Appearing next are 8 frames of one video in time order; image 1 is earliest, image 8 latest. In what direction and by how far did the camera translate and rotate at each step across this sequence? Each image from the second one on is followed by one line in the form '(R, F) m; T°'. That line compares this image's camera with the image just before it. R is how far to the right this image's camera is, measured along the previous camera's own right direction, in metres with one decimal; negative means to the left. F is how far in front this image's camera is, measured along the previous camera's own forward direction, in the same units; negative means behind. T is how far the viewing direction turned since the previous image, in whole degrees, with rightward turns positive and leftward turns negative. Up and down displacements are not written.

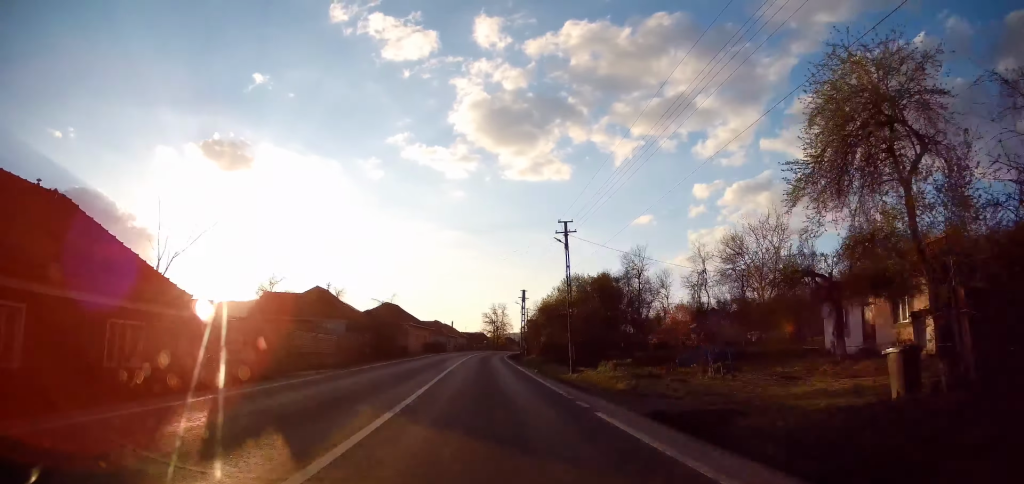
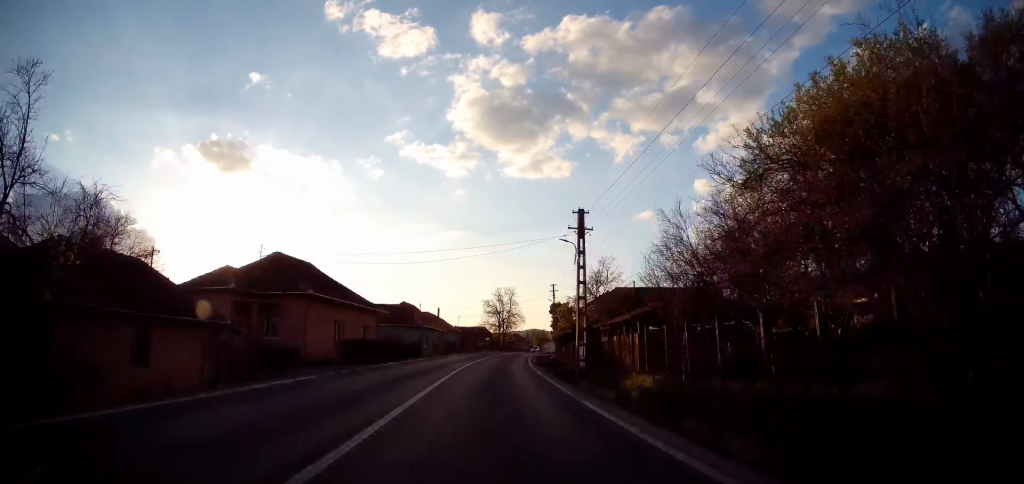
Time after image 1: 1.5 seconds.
(-1.3, +38.1) m; -2°
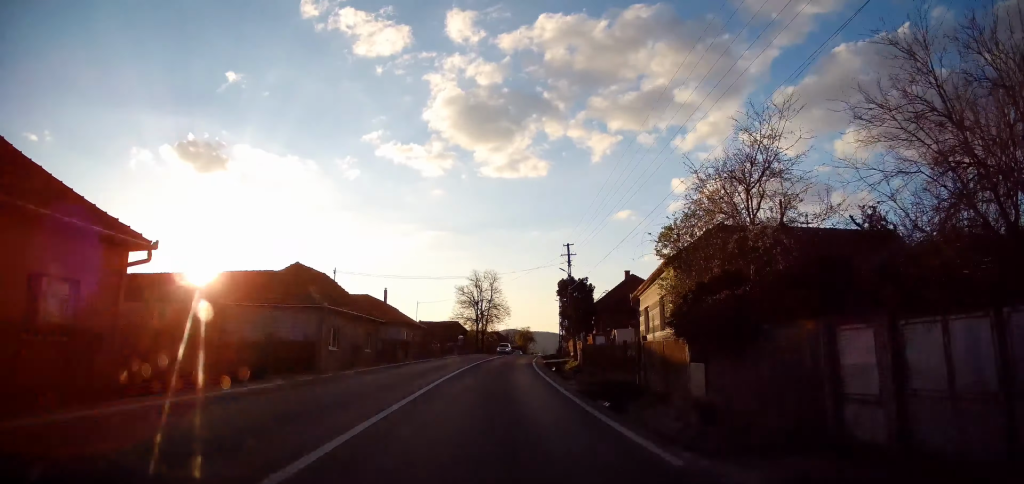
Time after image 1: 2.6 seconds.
(+0.1, +26.2) m; +1°
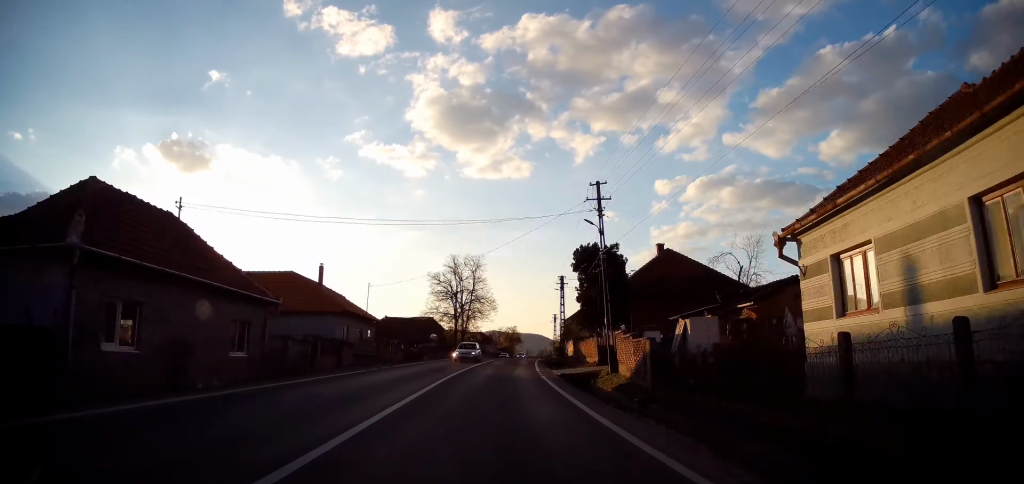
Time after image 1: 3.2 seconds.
(0.0, +15.5) m; +1°
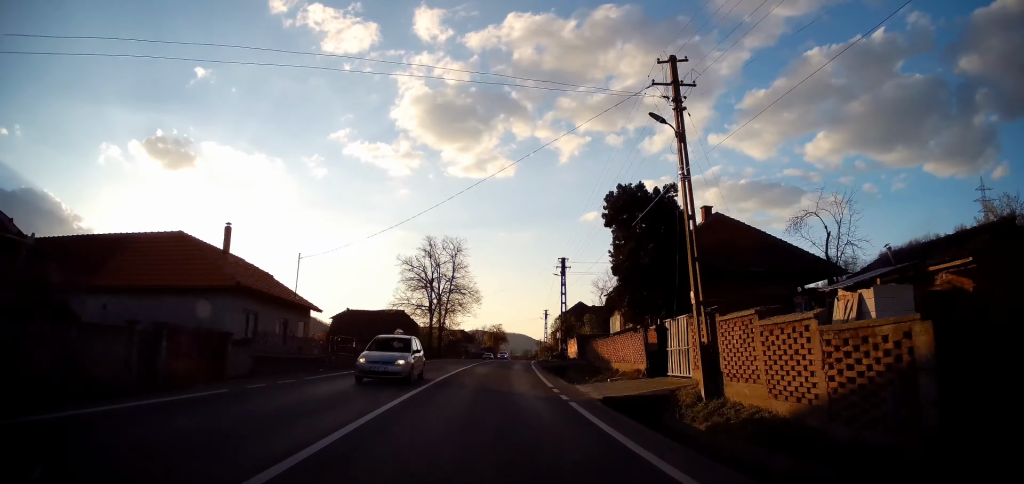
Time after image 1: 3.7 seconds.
(+0.3, +11.4) m; +1°
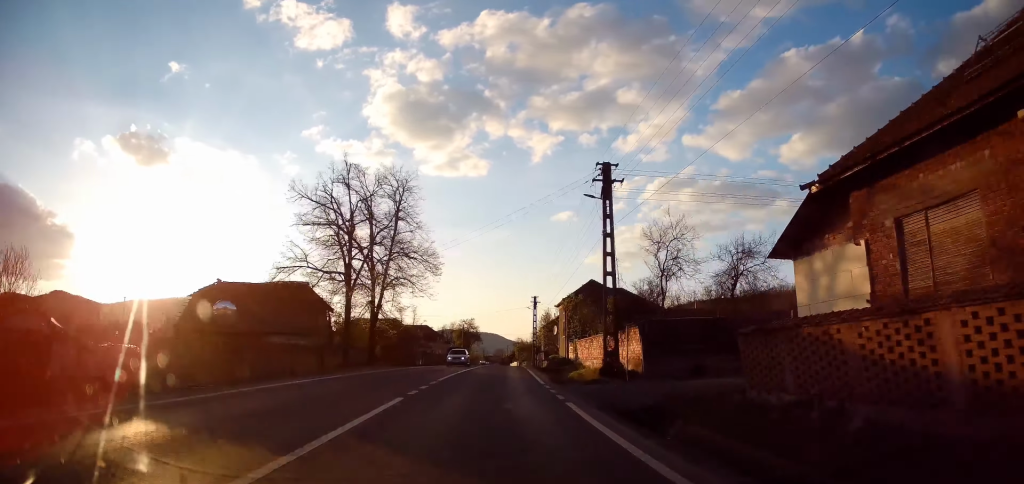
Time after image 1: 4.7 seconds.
(+0.6, +23.7) m; +3°
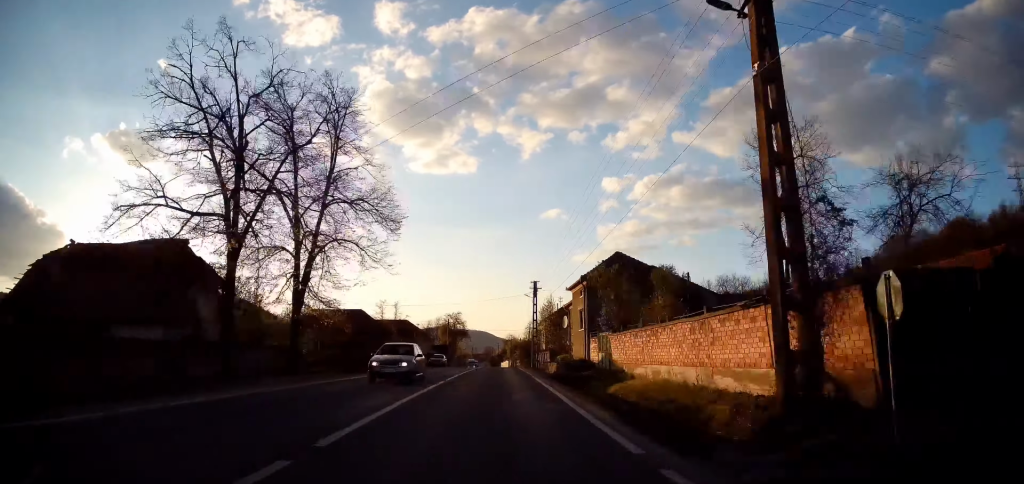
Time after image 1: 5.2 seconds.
(0.0, +13.1) m; +2°
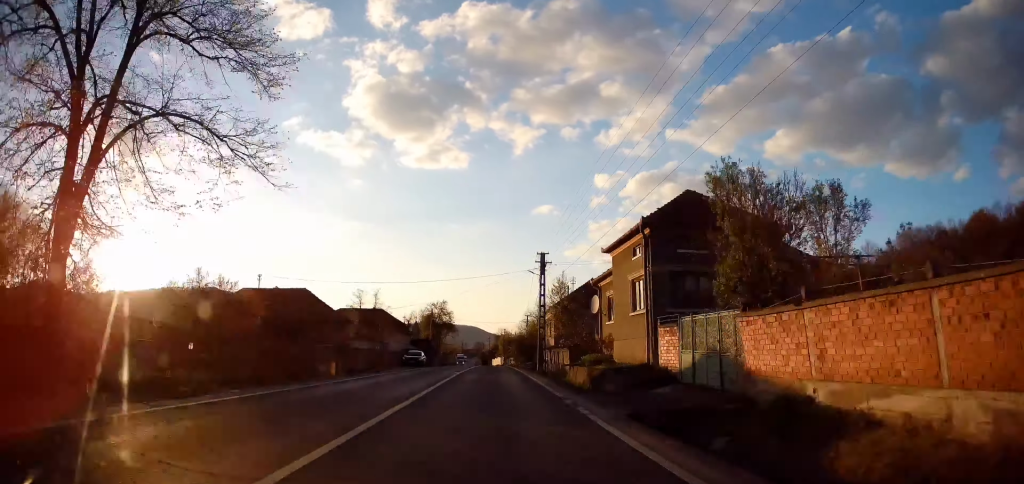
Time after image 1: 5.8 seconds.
(+0.4, +13.9) m; +1°
